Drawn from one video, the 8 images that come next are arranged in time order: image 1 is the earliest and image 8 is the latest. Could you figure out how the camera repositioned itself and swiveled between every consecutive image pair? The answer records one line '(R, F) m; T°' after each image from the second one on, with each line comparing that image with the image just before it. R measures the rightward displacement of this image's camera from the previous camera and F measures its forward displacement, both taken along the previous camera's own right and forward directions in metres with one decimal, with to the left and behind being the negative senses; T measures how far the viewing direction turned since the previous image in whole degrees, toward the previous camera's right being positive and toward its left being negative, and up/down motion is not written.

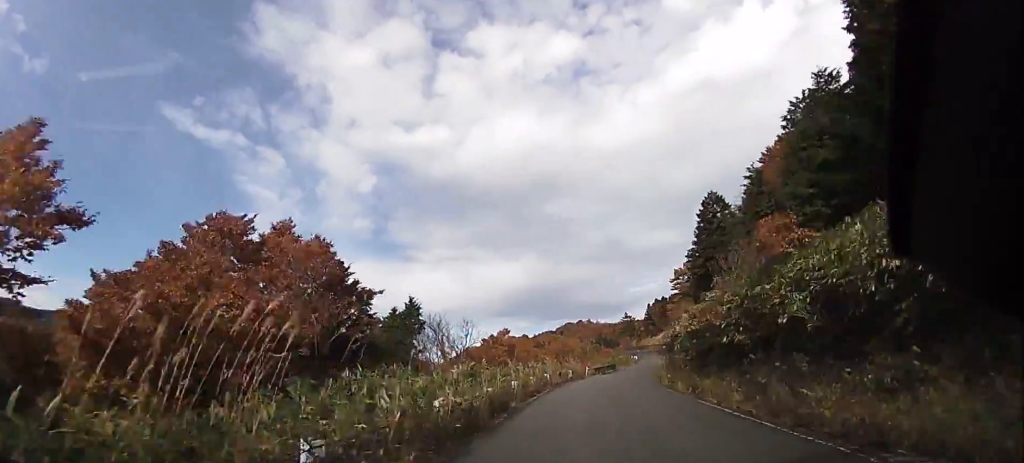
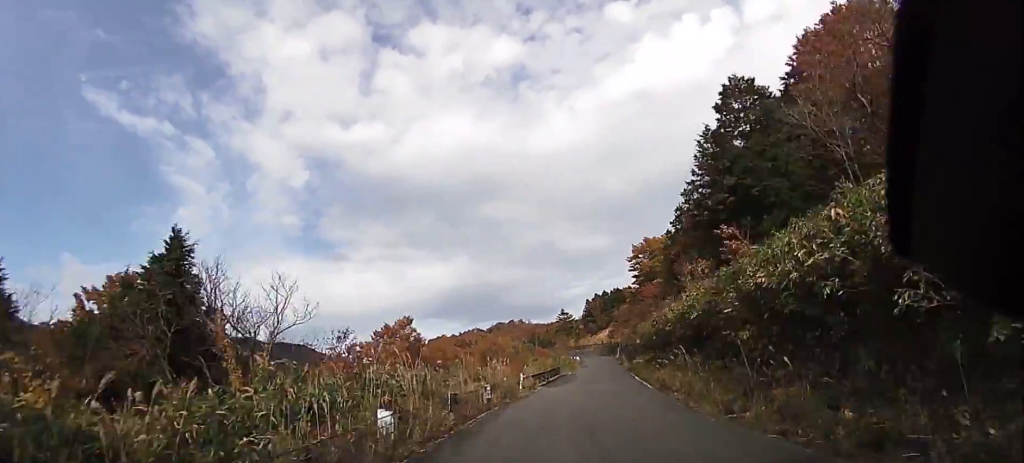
(+1.4, +17.1) m; +8°
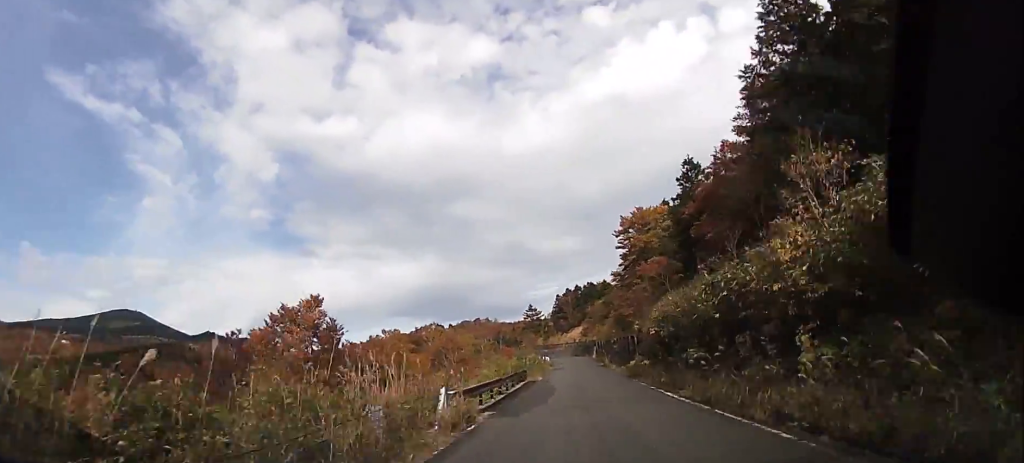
(+0.6, +11.8) m; +4°
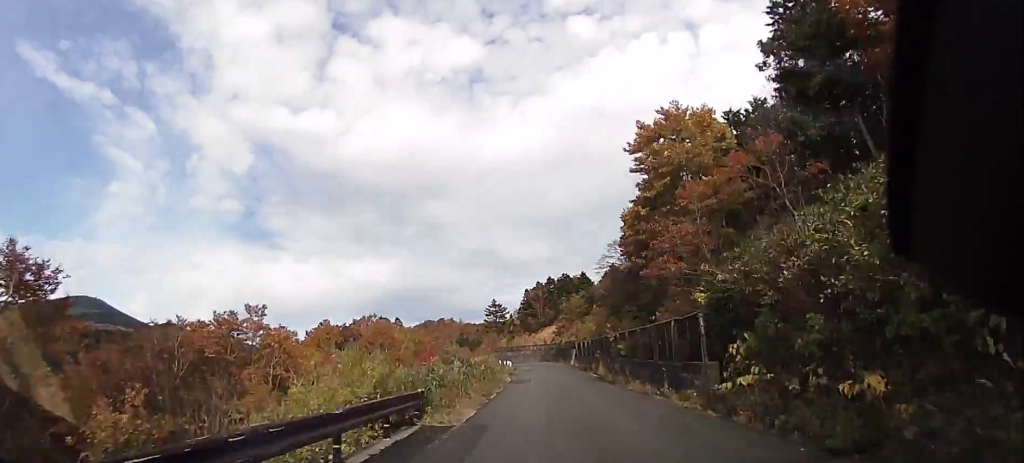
(+1.2, +19.2) m; +5°
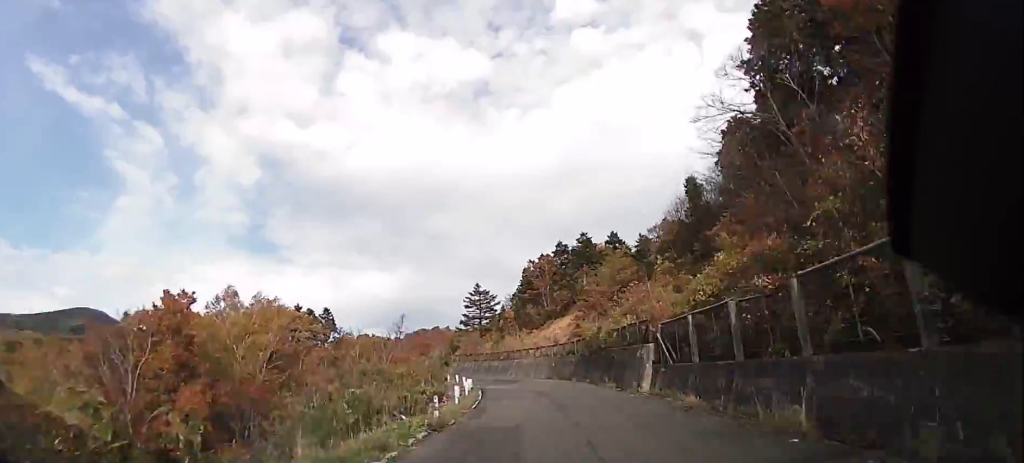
(+1.7, +35.7) m; +2°
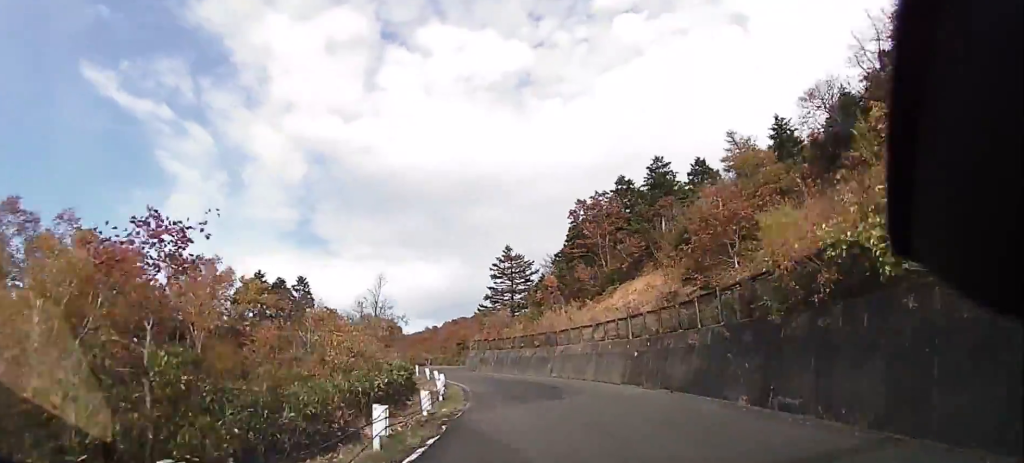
(-0.2, +18.3) m; -5°
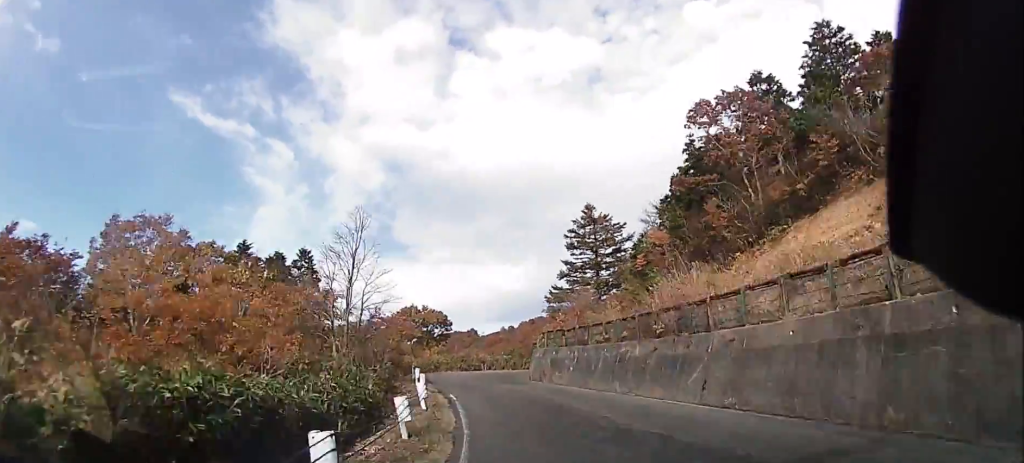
(-1.1, +14.5) m; -7°
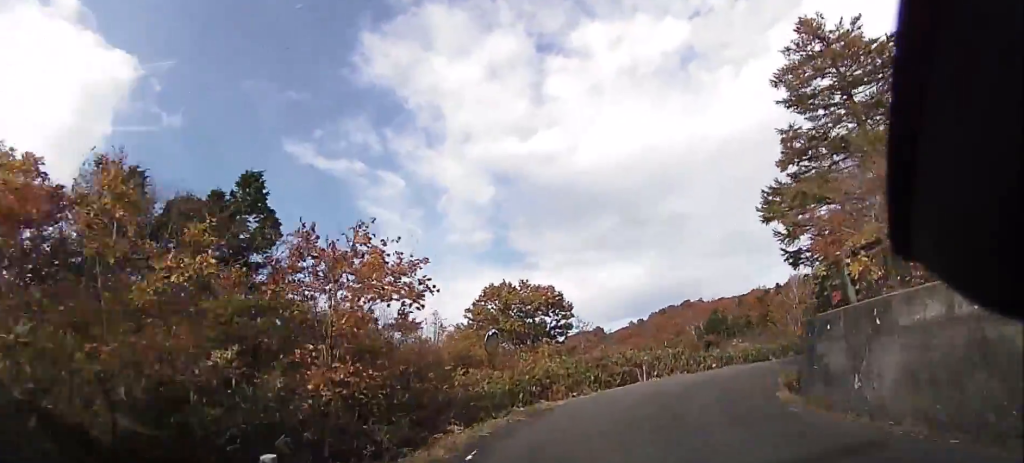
(-2.2, +21.0) m; -6°
